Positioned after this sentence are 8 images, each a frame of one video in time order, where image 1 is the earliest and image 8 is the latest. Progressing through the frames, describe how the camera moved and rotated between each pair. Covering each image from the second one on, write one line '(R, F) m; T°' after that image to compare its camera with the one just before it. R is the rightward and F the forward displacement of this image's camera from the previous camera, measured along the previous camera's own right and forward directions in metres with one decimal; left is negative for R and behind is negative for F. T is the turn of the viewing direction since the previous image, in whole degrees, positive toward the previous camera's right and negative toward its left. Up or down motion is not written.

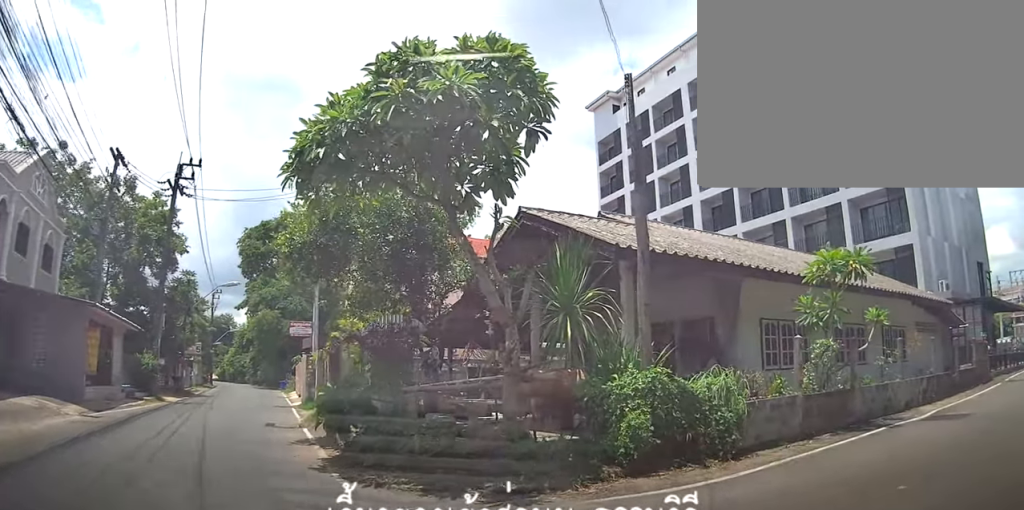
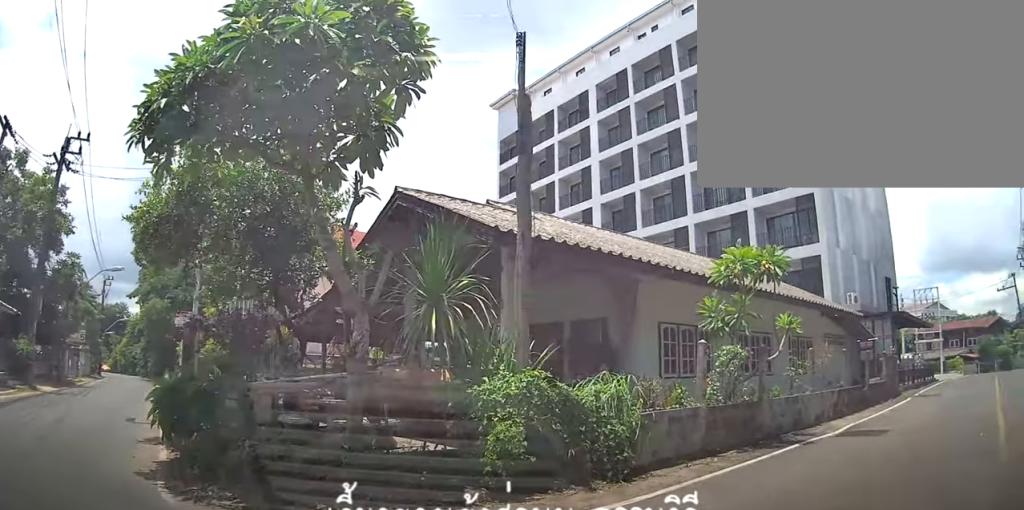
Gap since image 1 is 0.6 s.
(+0.2, +2.3) m; +19°
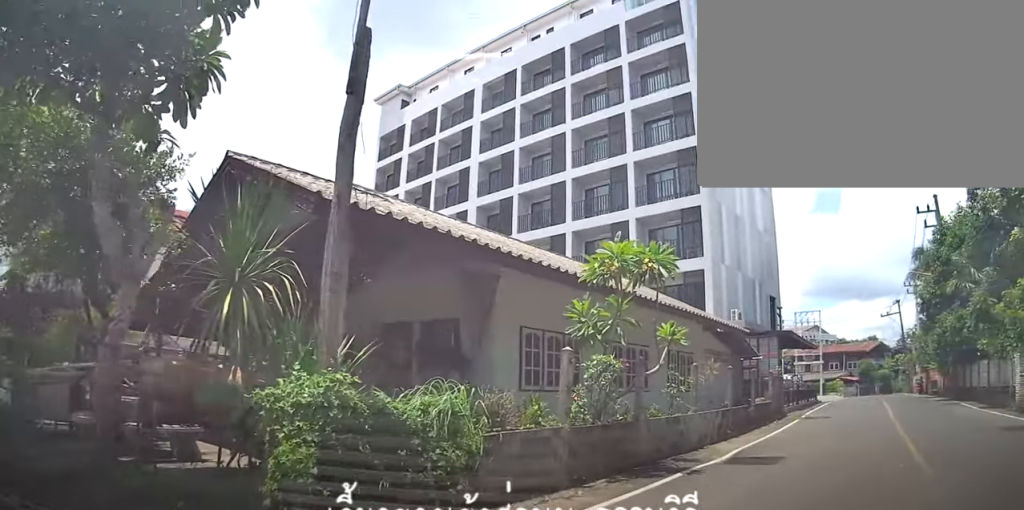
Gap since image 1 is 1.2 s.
(+0.4, +2.3) m; +25°
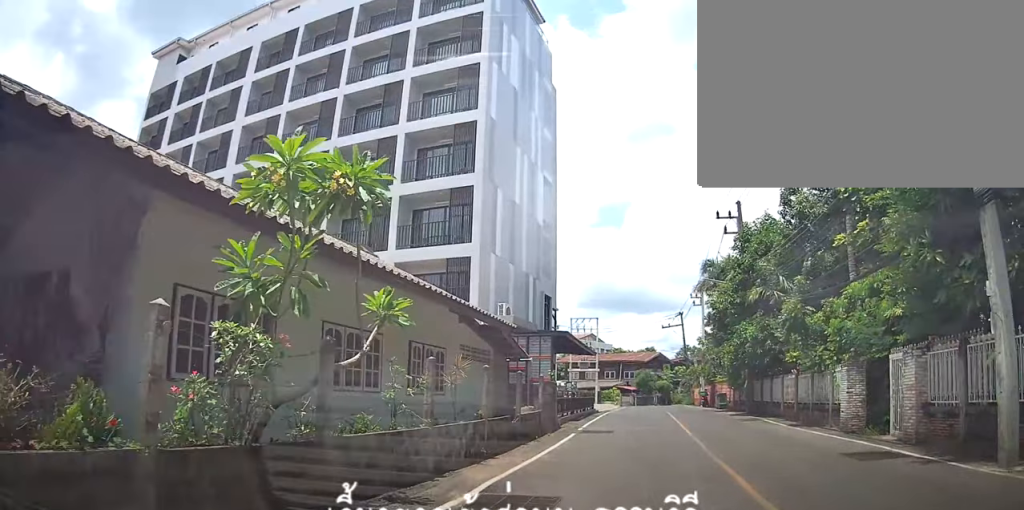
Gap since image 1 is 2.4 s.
(+1.5, +3.2) m; +49°
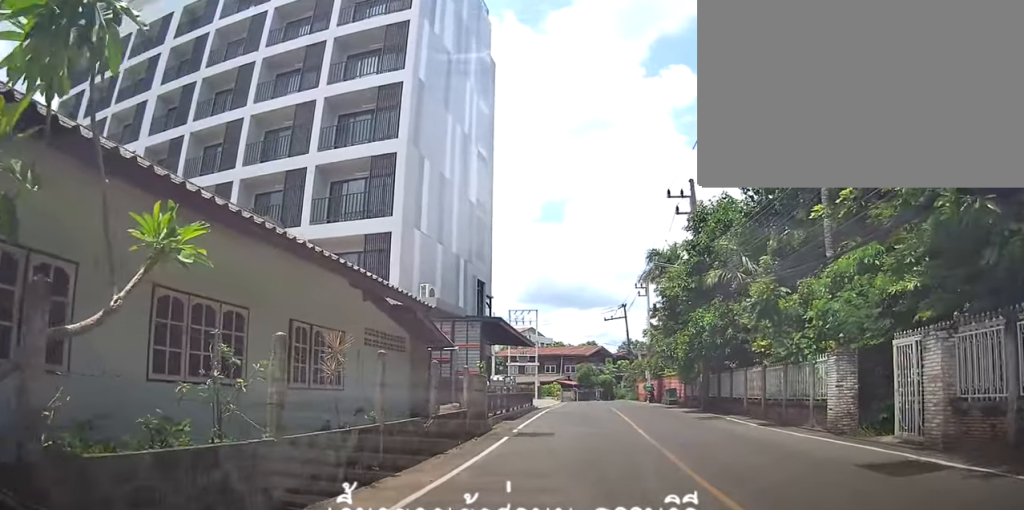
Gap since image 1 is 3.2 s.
(+0.7, +2.4) m; +10°
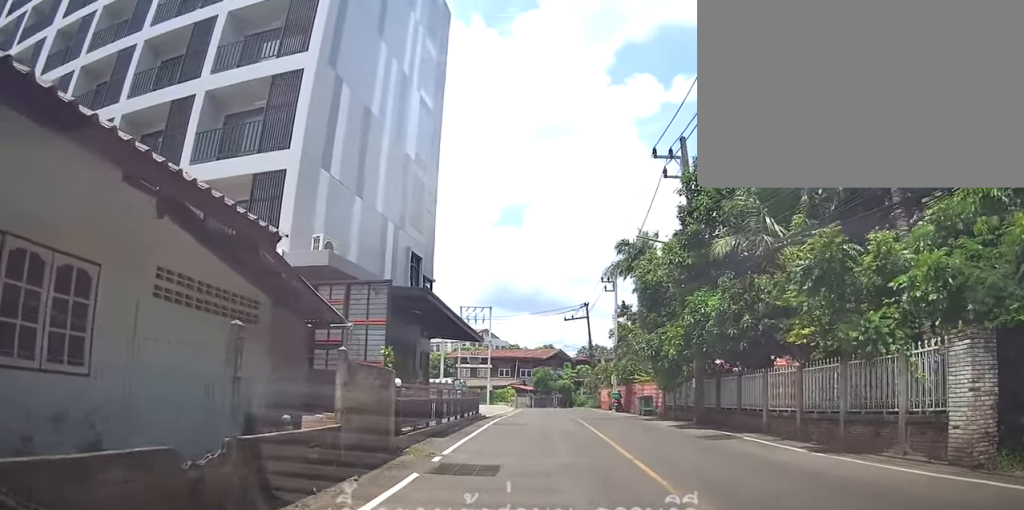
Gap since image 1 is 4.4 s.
(+0.1, +4.7) m; +6°
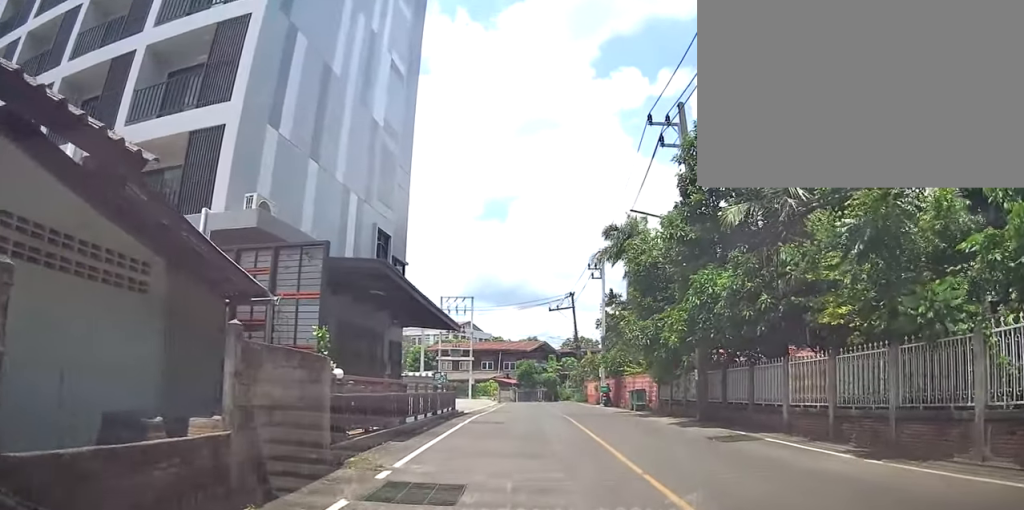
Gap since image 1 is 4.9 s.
(+0.2, +1.8) m; +5°
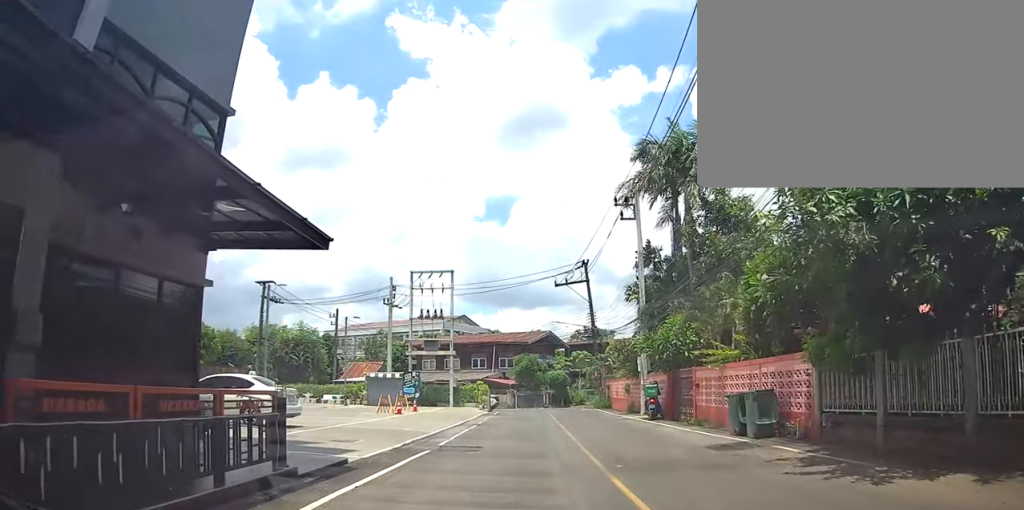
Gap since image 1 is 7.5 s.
(+0.8, +13.1) m; +5°
